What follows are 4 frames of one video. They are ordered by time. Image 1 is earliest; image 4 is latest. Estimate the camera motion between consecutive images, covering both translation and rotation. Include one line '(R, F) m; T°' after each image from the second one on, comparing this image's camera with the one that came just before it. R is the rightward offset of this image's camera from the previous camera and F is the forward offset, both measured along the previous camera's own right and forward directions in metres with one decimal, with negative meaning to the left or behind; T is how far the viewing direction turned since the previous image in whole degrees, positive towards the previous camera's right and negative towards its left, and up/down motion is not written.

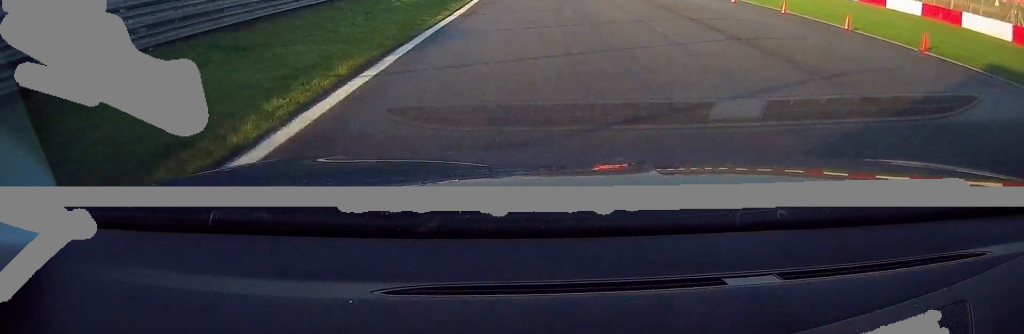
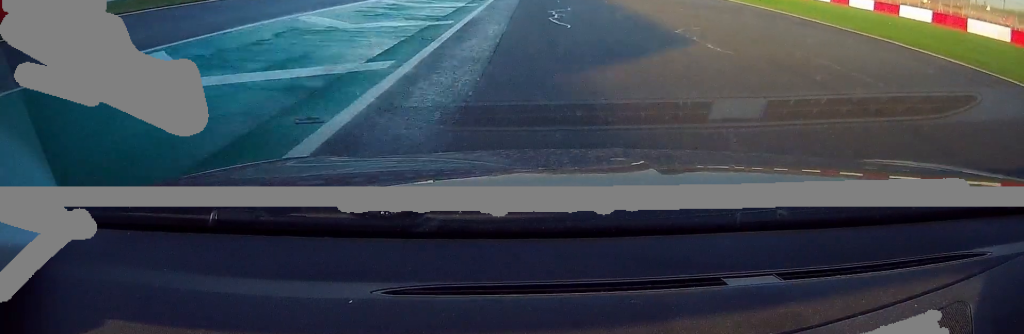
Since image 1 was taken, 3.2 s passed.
(-0.7, +53.8) m; -2°
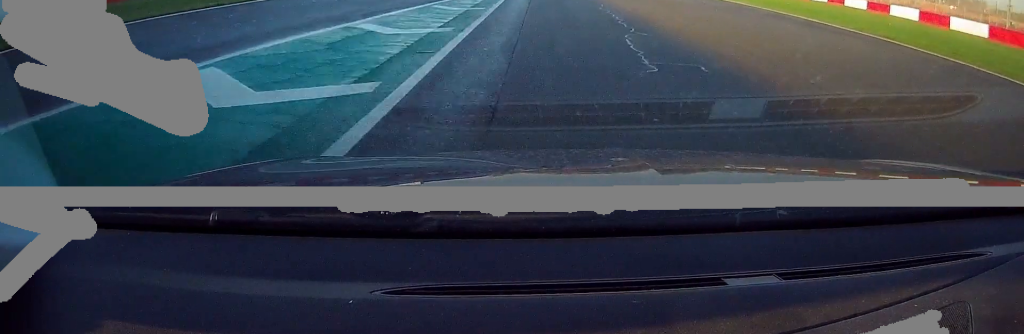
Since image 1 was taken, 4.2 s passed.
(+0.3, +18.4) m; +2°
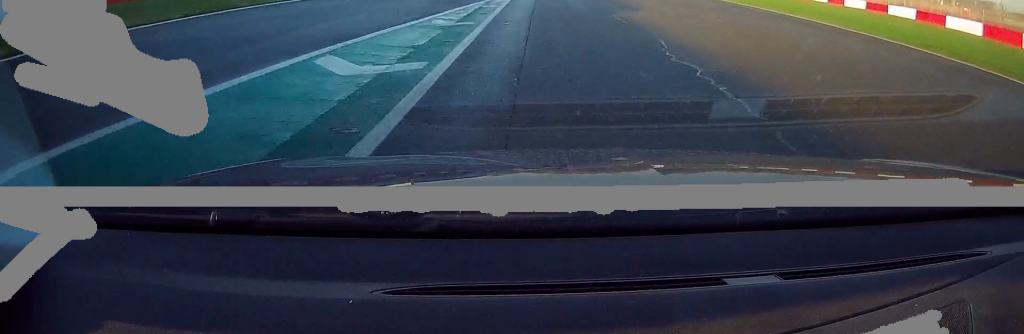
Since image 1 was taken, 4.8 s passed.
(+0.1, +9.8) m; 0°
